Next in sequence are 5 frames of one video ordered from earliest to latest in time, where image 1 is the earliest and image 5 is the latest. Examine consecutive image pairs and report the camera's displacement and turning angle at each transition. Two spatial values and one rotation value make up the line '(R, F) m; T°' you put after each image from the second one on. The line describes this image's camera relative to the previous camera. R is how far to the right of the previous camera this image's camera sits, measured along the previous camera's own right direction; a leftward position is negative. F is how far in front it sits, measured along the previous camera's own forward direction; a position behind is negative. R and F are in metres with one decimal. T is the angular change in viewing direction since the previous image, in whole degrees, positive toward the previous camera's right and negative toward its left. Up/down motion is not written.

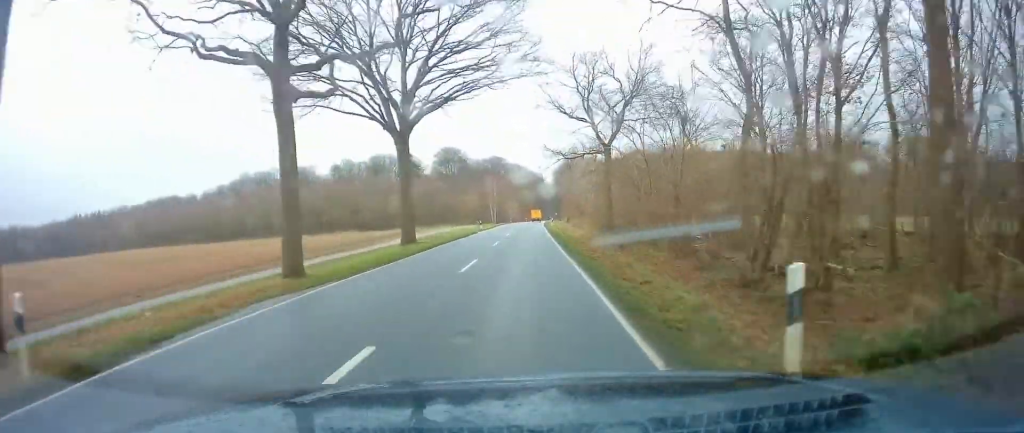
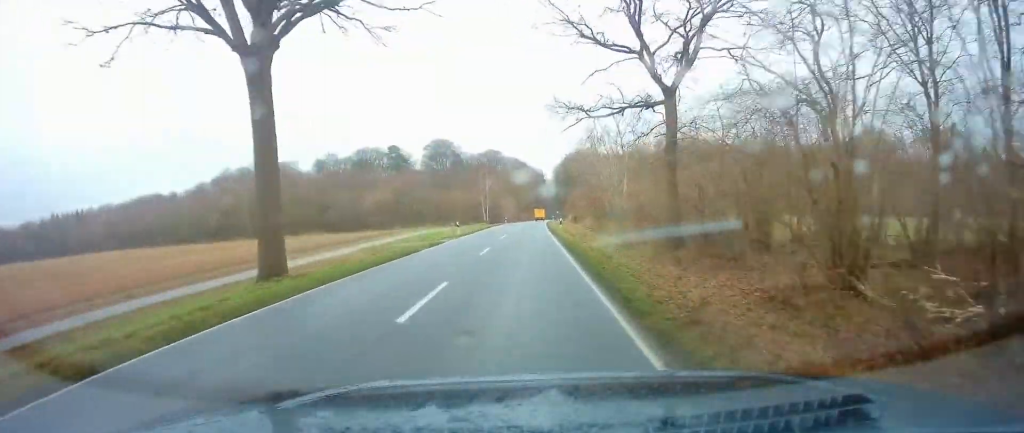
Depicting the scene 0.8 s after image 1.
(+0.2, +18.1) m; -1°
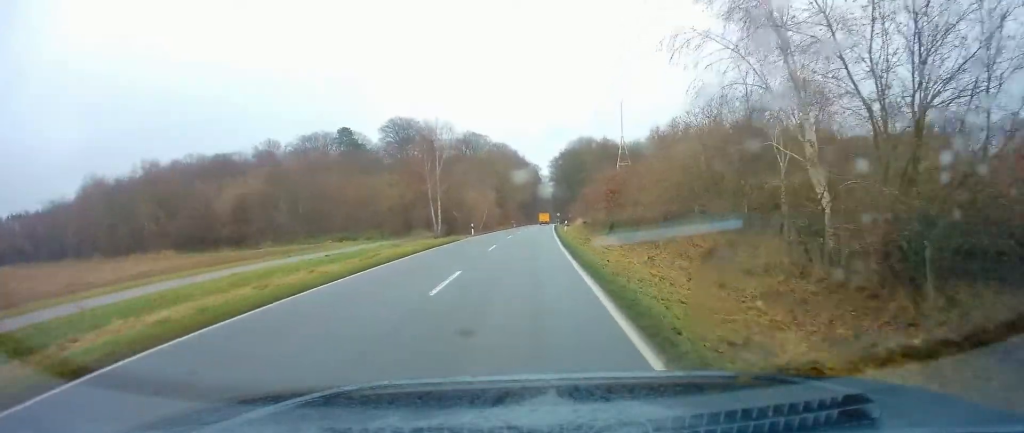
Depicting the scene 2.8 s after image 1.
(+0.1, +43.8) m; +1°
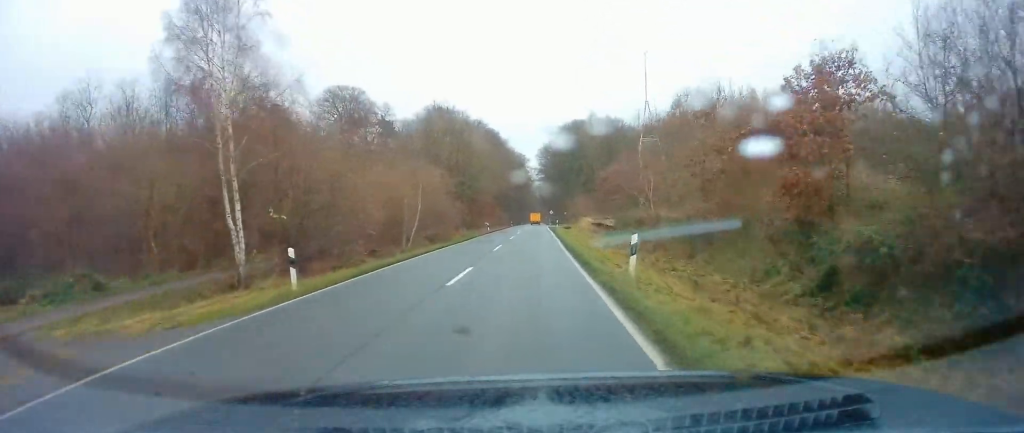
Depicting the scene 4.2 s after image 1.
(+0.1, +33.6) m; +2°
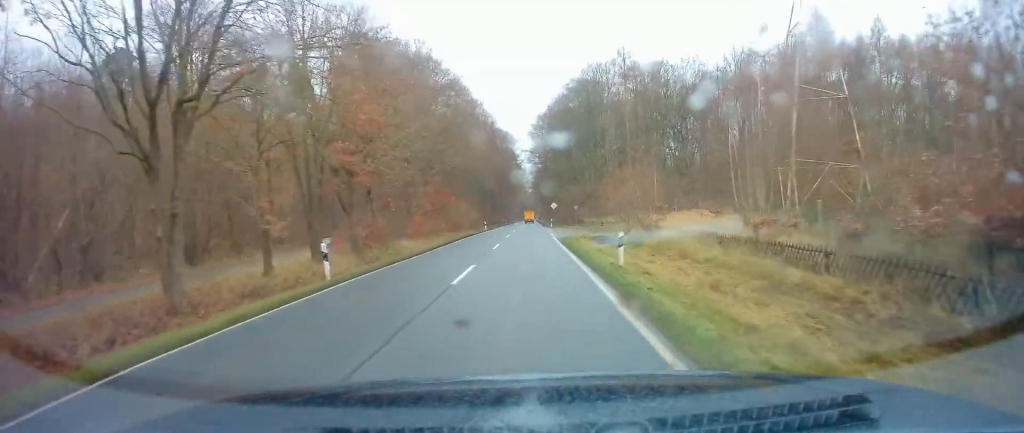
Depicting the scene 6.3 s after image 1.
(+1.3, +47.7) m; +1°
